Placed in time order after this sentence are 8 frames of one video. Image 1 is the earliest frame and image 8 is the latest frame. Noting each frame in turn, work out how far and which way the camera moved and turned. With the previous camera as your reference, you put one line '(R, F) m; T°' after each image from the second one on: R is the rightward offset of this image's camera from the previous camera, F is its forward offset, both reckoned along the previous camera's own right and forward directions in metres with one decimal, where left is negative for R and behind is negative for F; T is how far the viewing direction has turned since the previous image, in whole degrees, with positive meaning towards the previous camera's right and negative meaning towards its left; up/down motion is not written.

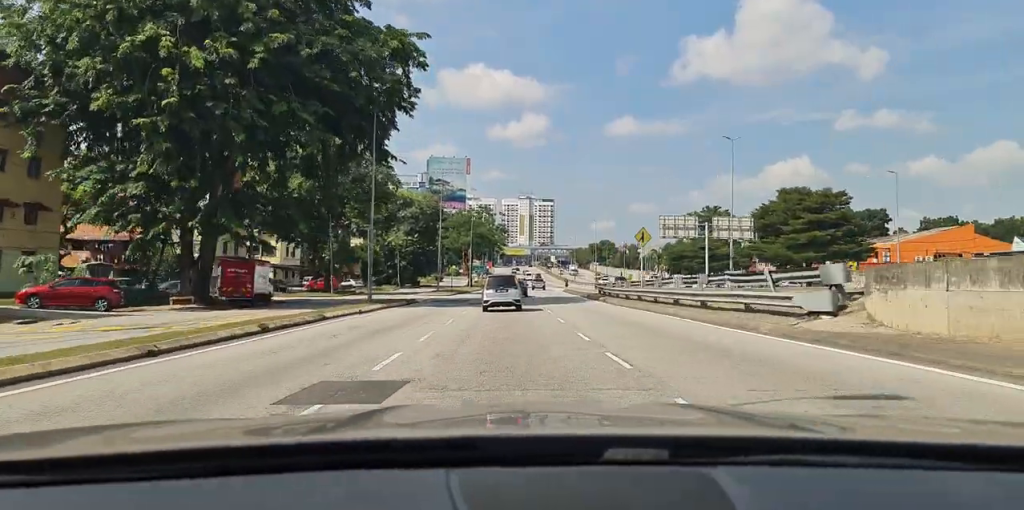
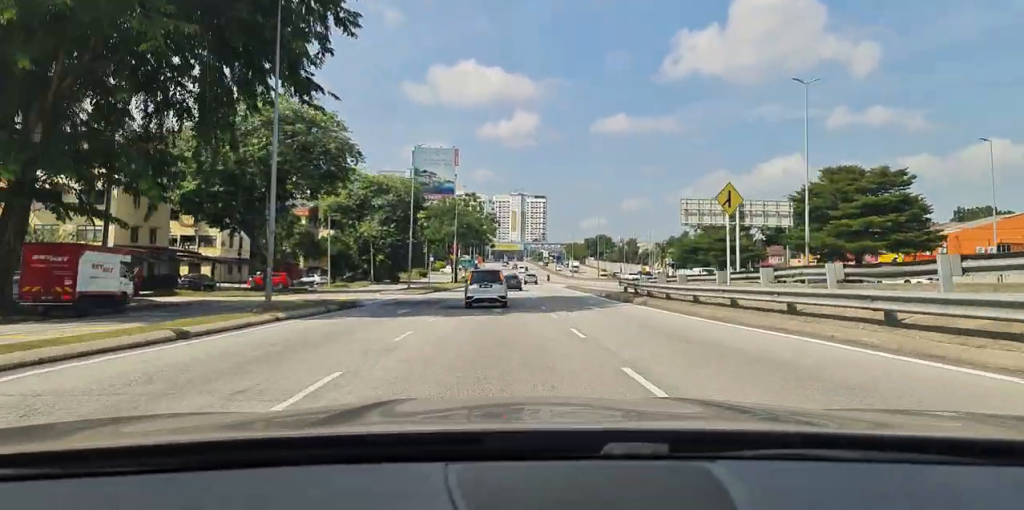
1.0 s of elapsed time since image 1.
(0.0, +17.7) m; 0°
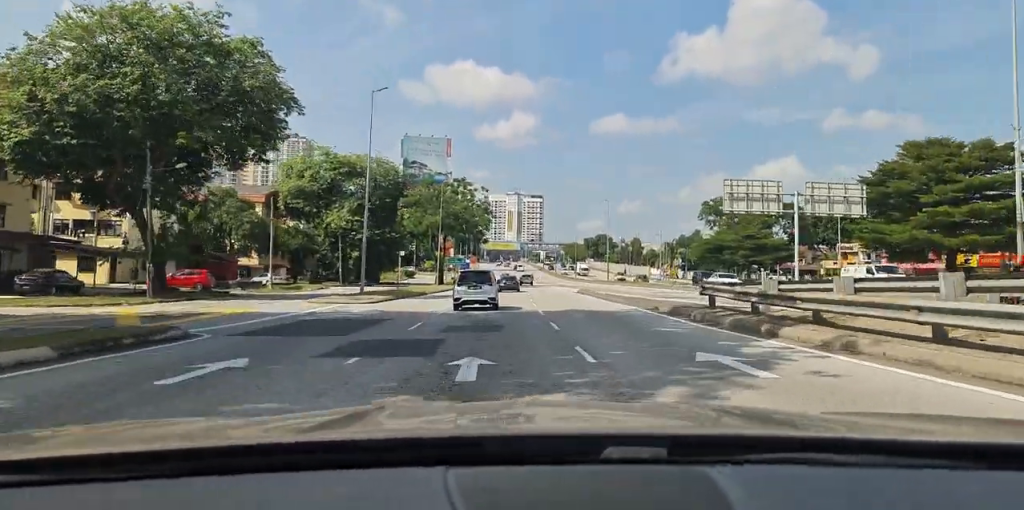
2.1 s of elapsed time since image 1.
(0.0, +18.5) m; 0°
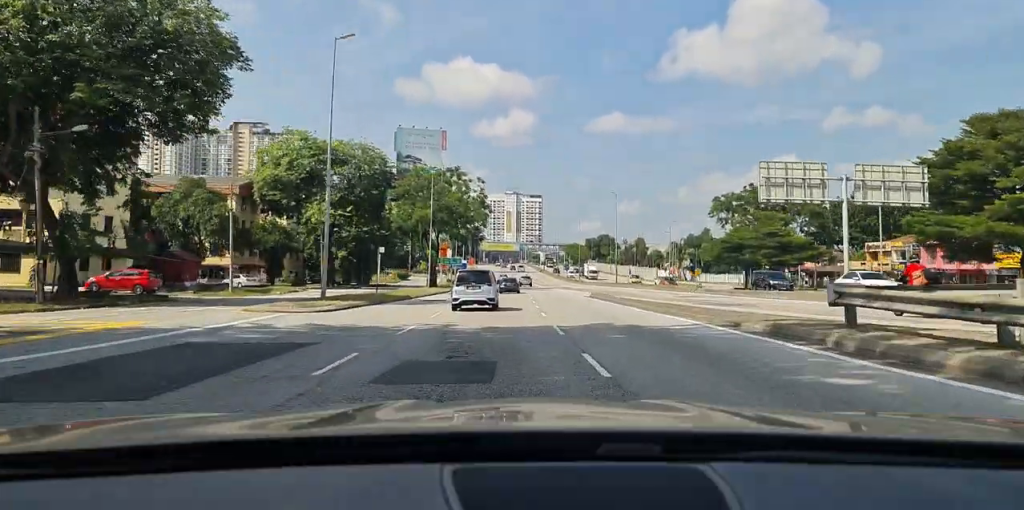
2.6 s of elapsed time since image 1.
(0.0, +9.6) m; 0°
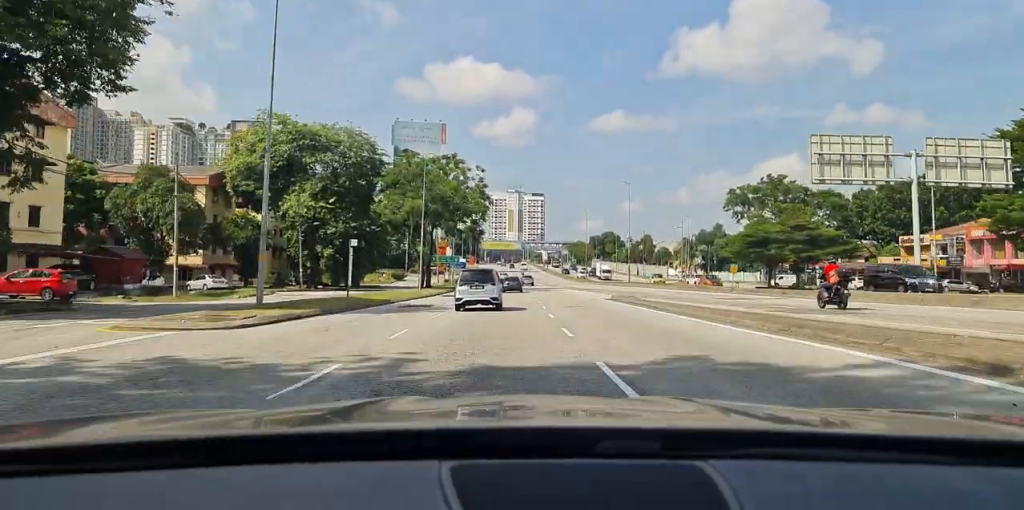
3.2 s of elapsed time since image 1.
(0.0, +9.6) m; 0°
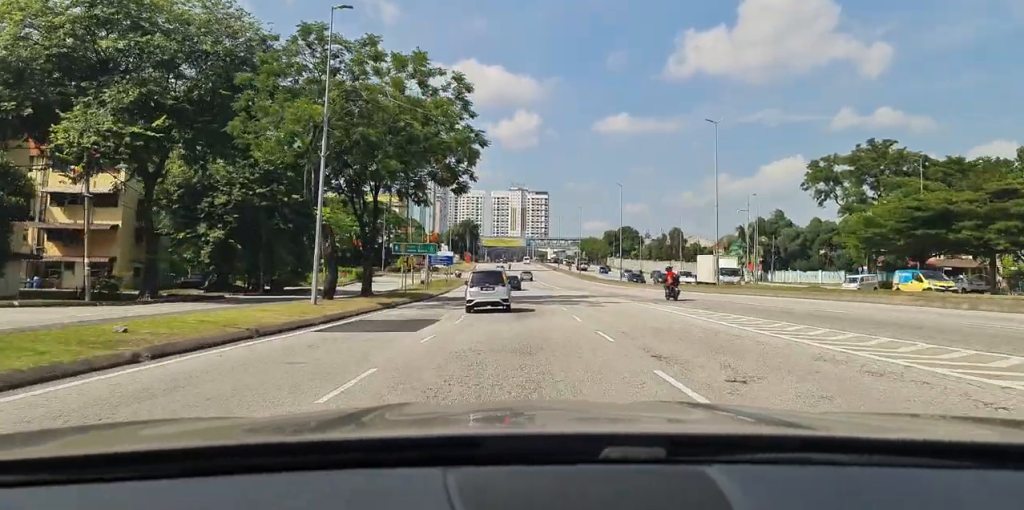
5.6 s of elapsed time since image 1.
(-0.7, +39.7) m; -3°
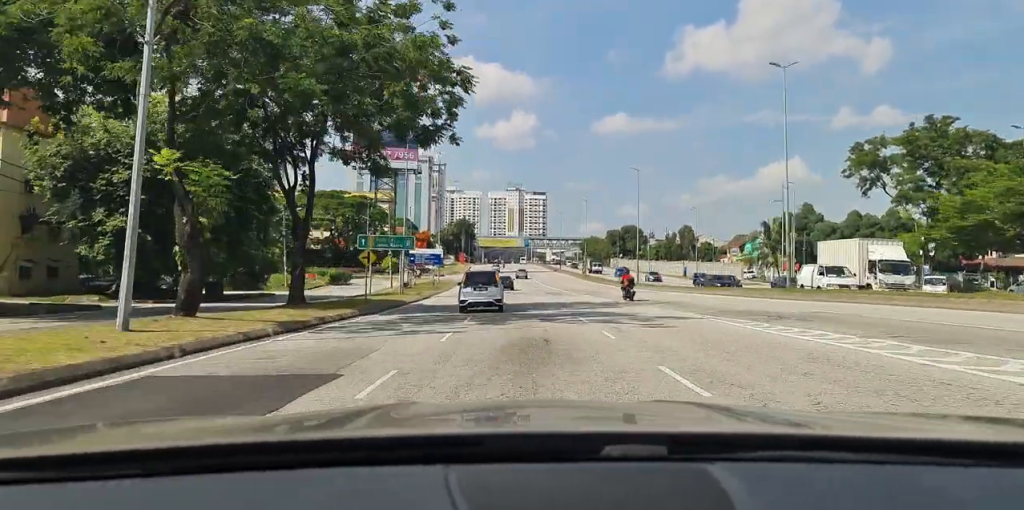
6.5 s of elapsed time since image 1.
(-0.3, +14.1) m; 0°
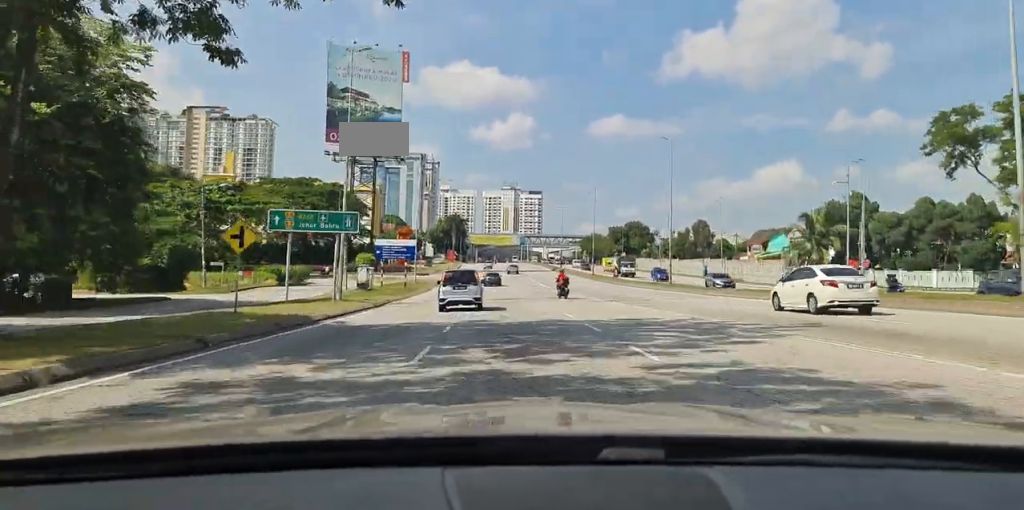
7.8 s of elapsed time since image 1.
(+0.5, +19.4) m; +3°
